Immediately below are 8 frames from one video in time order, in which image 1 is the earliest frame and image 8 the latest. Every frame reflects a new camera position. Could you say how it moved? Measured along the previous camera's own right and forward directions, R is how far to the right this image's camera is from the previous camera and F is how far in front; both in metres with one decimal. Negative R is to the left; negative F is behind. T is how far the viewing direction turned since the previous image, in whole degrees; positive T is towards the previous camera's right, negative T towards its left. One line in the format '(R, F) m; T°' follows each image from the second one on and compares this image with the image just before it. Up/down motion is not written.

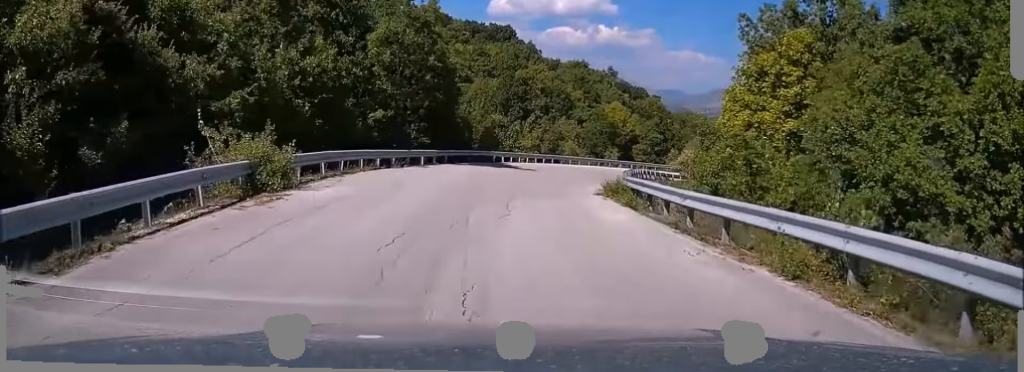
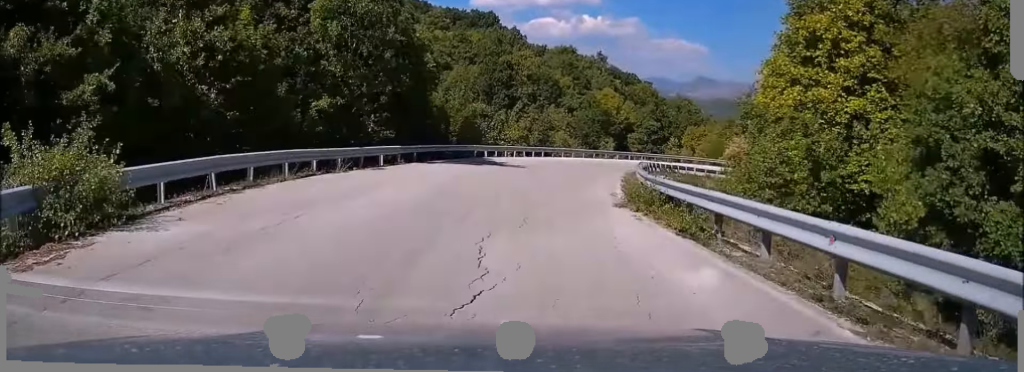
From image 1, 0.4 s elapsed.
(0.0, +6.6) m; +1°
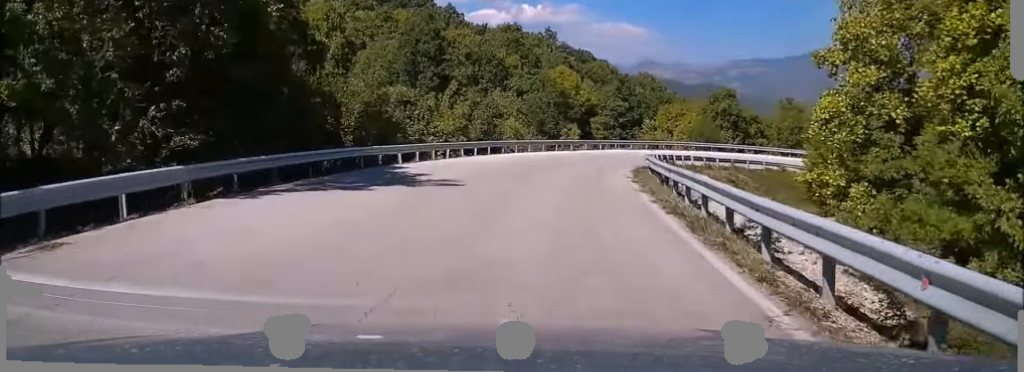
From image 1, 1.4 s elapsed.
(+0.2, +14.1) m; +4°
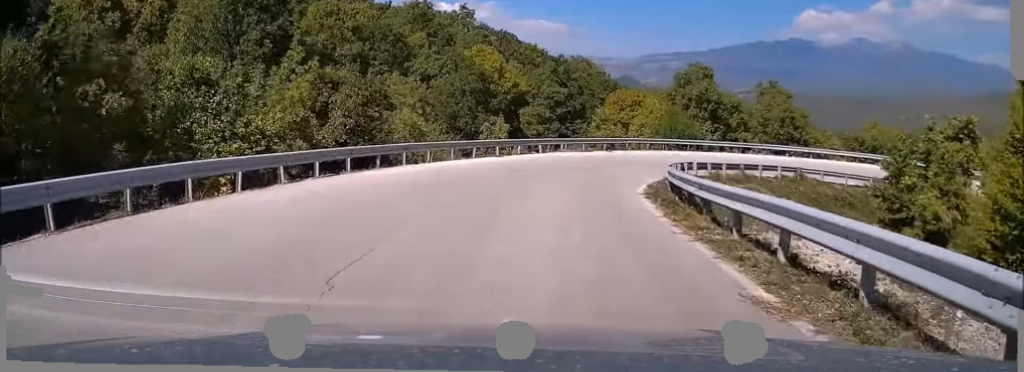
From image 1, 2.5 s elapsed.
(+1.0, +16.6) m; +8°
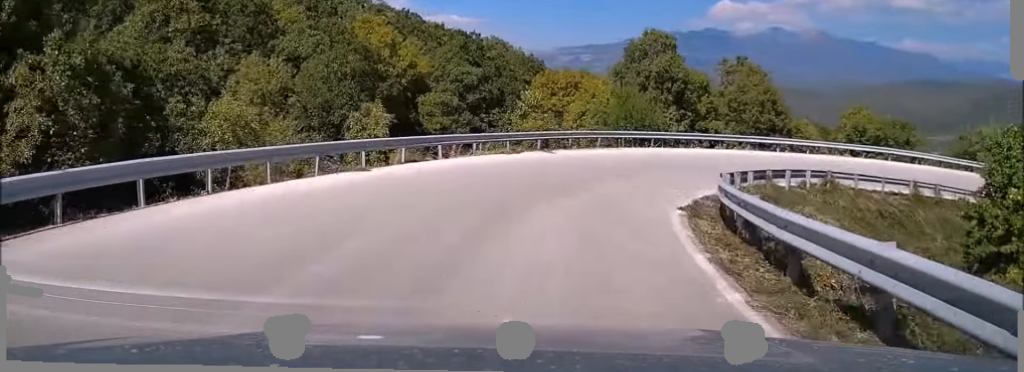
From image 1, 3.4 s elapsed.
(+0.7, +12.5) m; +10°
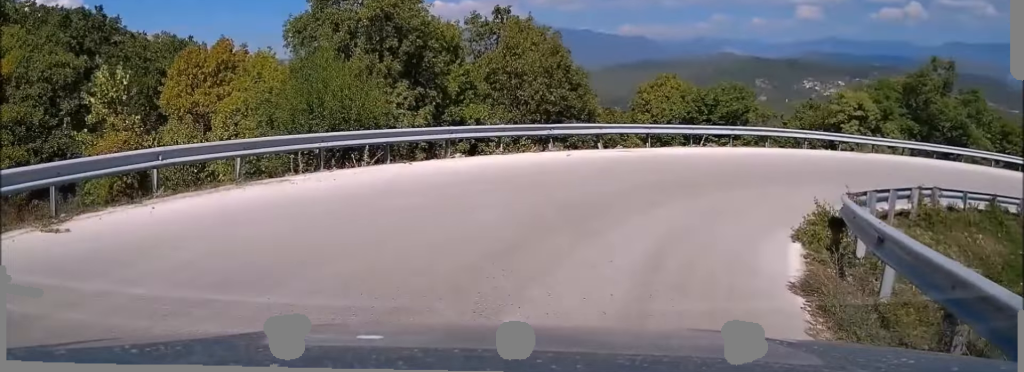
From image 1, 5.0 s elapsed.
(+3.6, +16.5) m; +24°
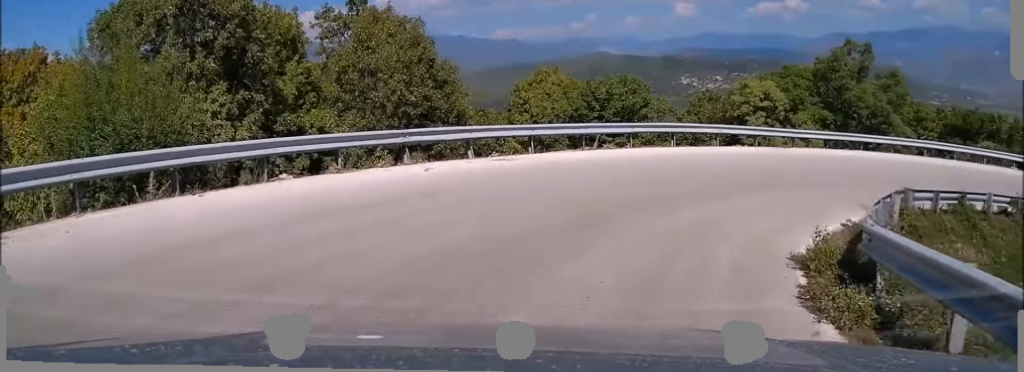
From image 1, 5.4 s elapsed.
(+0.1, +4.3) m; +8°
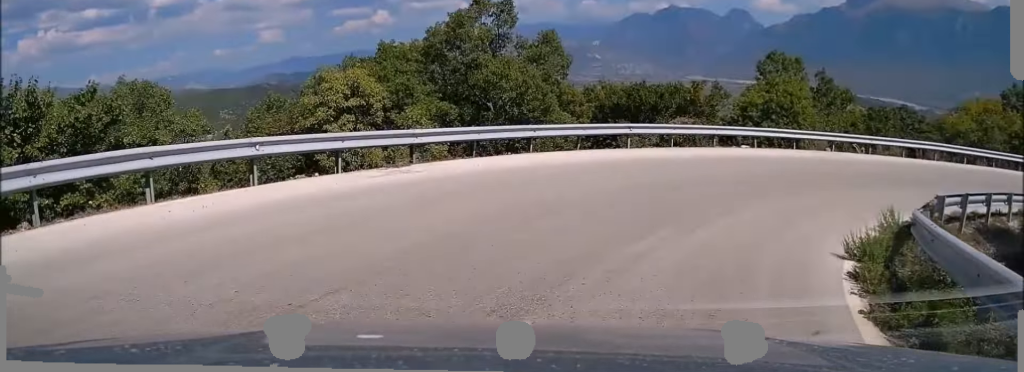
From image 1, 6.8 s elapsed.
(+4.1, +11.2) m; +44°
